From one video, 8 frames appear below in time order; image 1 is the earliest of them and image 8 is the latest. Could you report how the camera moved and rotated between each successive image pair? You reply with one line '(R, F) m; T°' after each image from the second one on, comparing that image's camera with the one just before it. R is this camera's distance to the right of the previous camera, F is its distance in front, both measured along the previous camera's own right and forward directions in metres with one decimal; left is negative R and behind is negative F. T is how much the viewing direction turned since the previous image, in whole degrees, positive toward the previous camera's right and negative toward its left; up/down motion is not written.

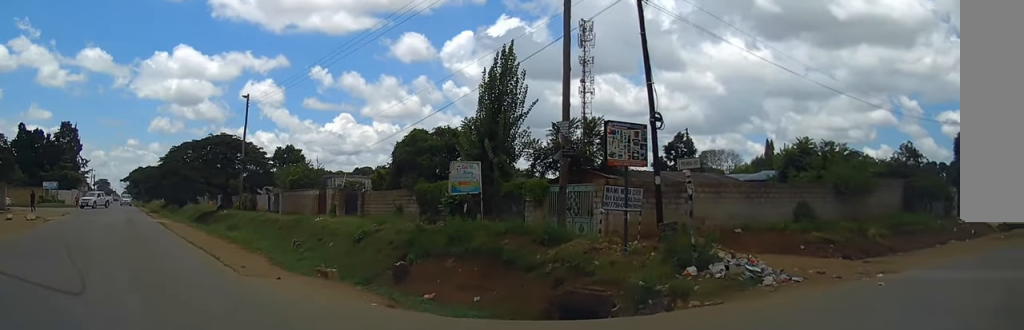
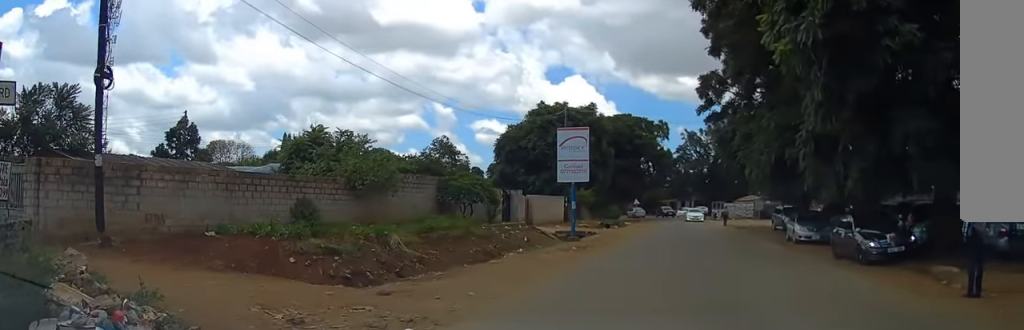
(+2.4, +6.4) m; +38°
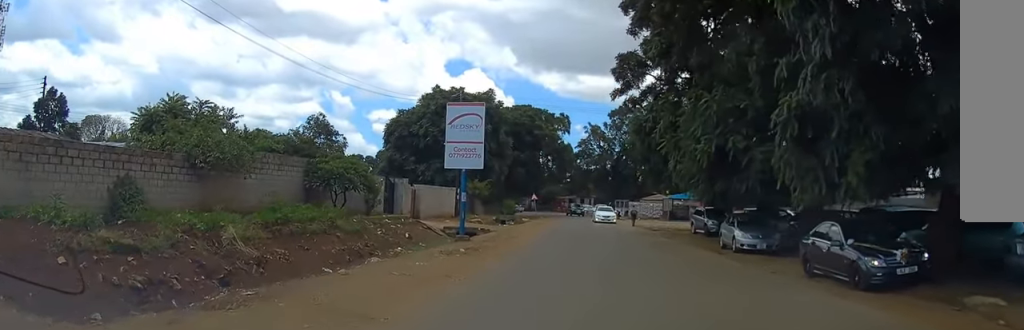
(+0.6, +5.2) m; +9°
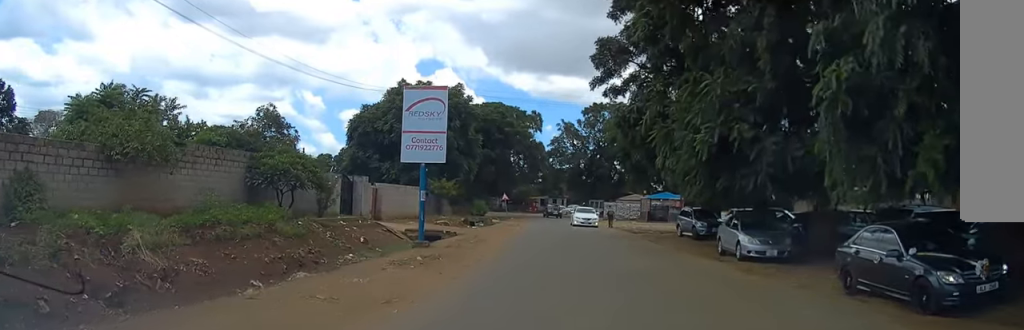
(+0.1, +3.3) m; +2°
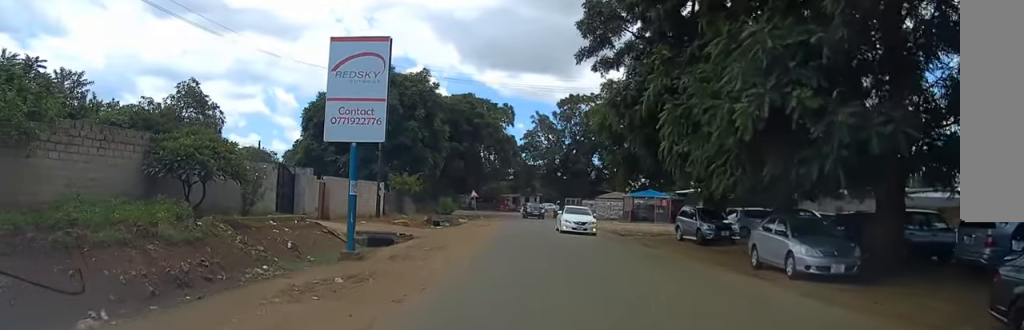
(+0.1, +5.7) m; +3°
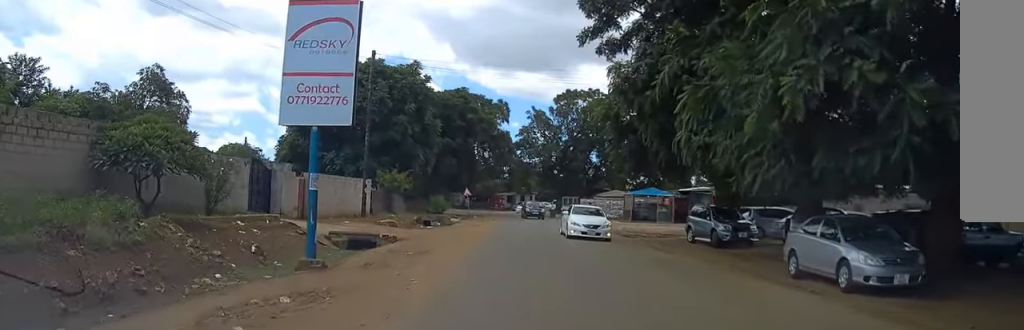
(+0.1, +2.7) m; +1°
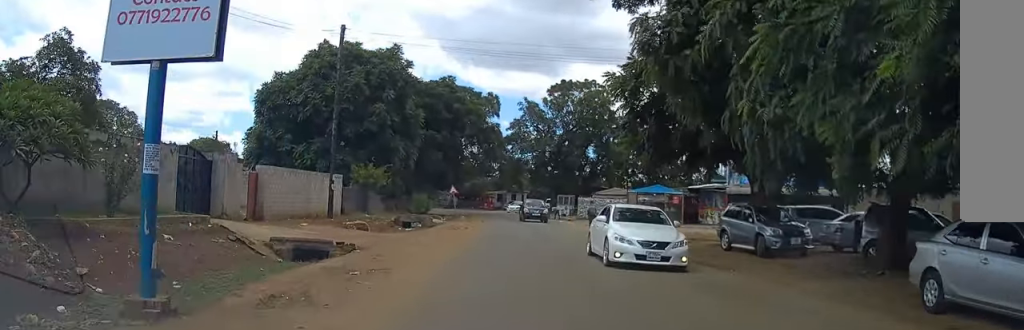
(+0.1, +5.6) m; +1°
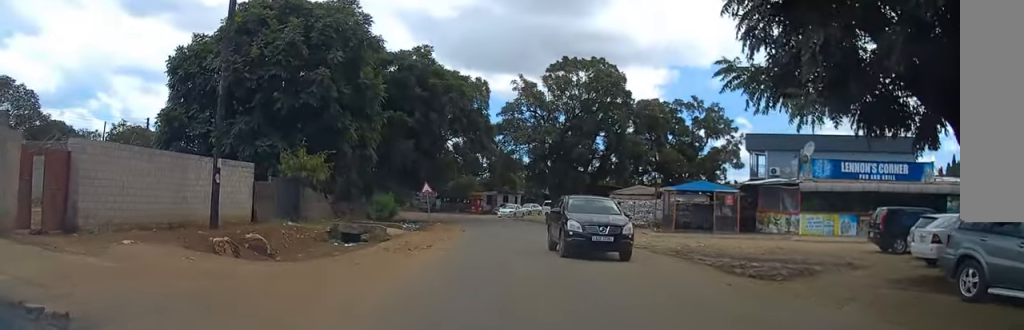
(0.0, +13.4) m; 0°
